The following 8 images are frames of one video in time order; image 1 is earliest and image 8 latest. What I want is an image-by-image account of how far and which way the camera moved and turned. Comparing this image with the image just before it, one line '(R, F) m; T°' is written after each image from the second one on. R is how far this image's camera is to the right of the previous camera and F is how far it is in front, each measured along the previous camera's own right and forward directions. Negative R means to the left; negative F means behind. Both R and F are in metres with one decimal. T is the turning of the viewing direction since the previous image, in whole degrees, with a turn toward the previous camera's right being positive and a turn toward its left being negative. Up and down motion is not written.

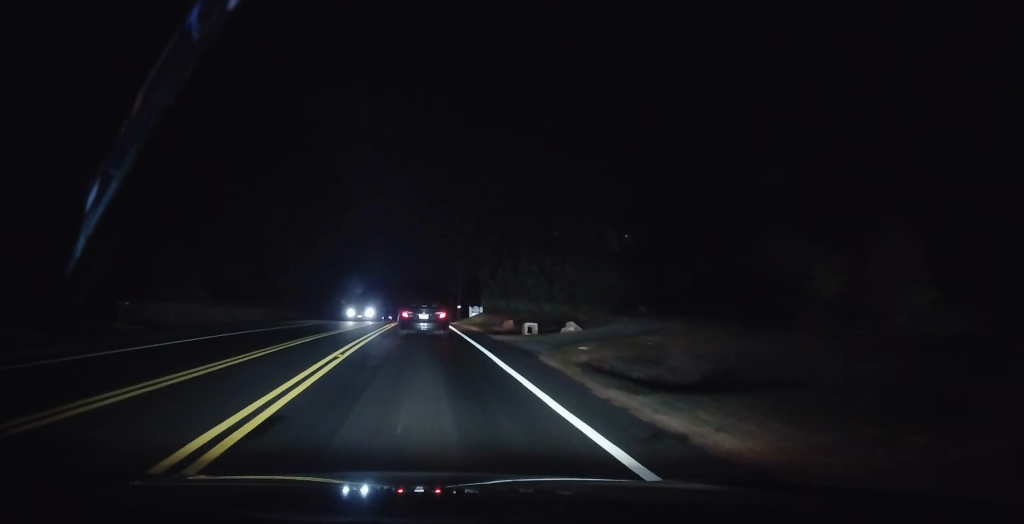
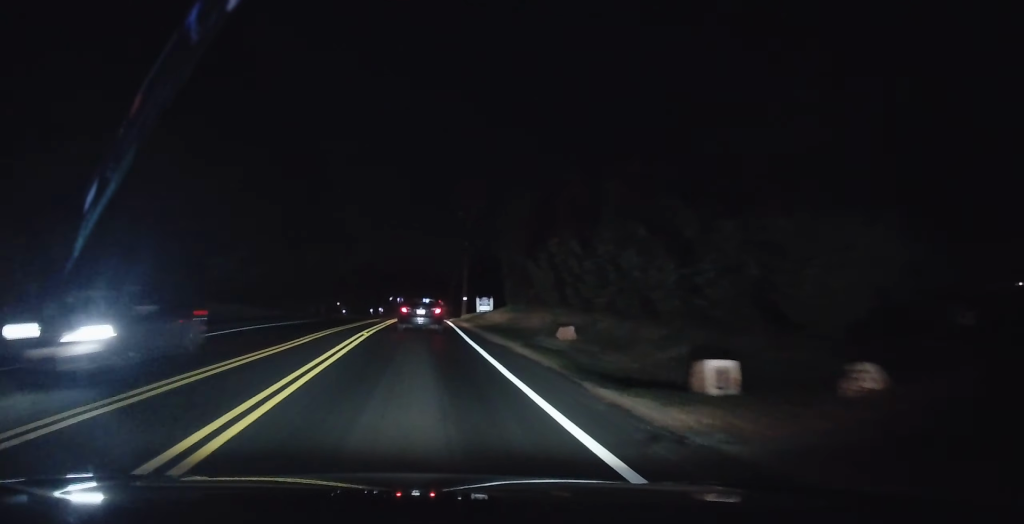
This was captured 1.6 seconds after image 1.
(-0.4, +17.3) m; 0°
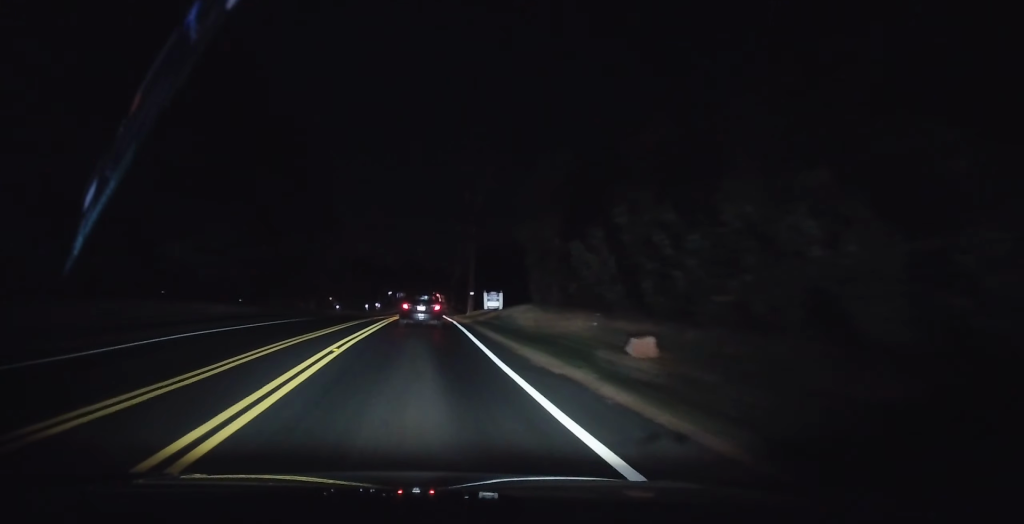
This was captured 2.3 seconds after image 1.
(+0.2, +8.6) m; +1°
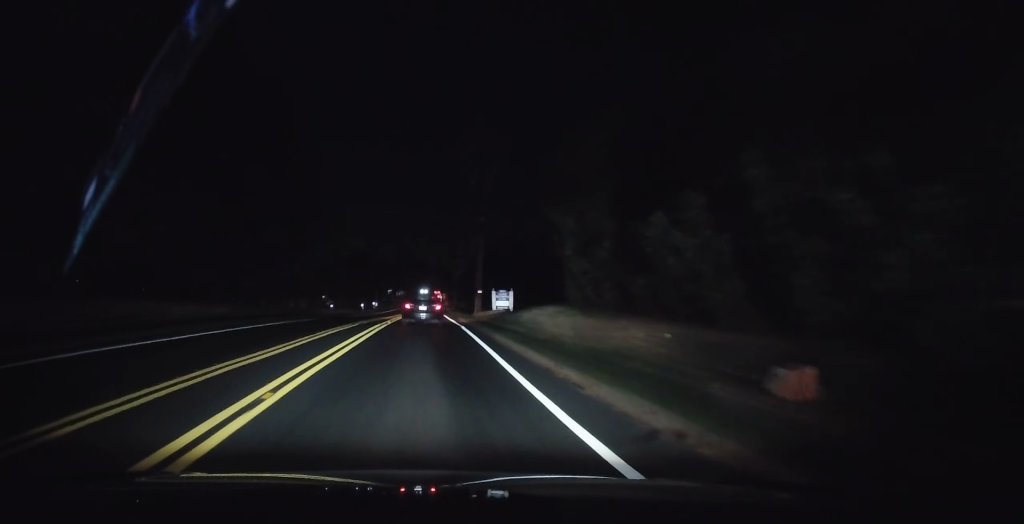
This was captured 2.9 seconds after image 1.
(+0.1, +6.8) m; +1°
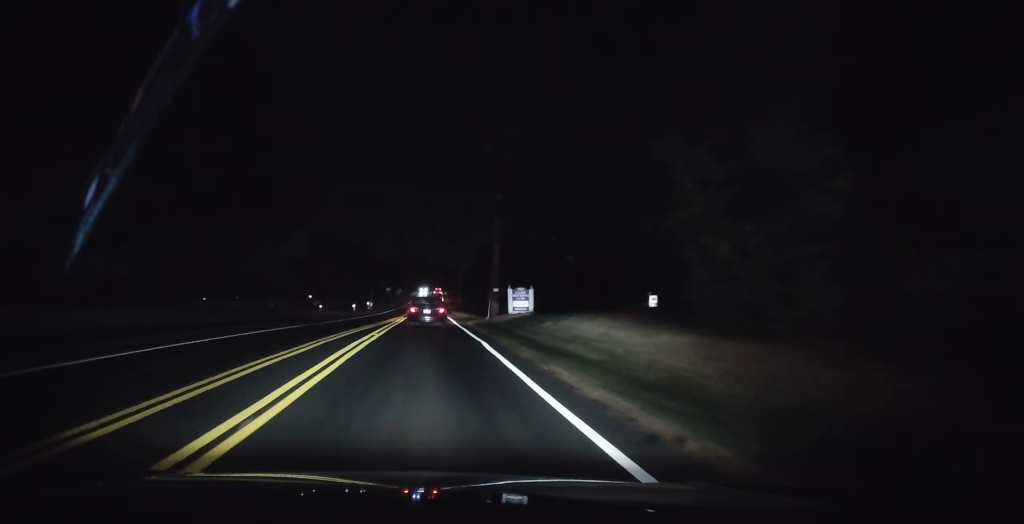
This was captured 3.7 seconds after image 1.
(-0.1, +10.1) m; 0°
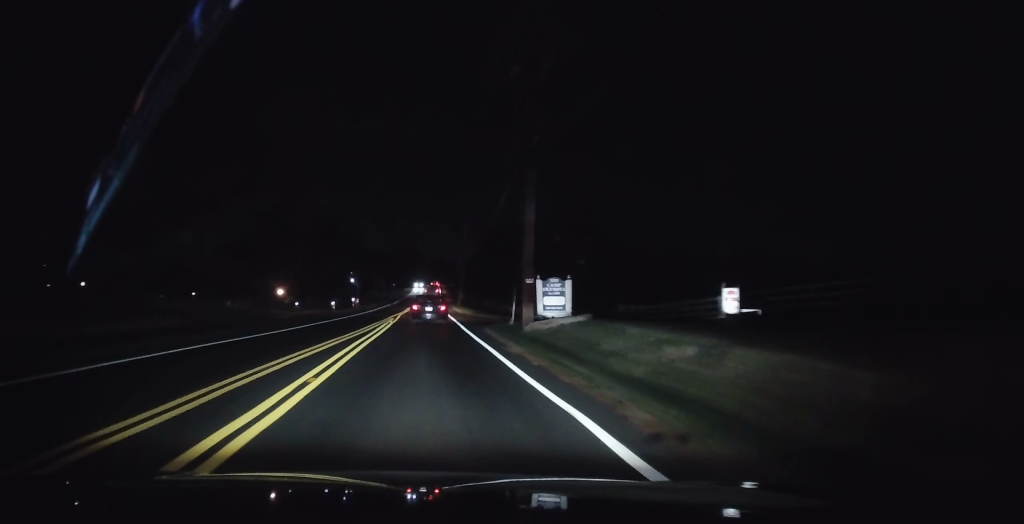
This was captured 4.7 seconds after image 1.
(0.0, +12.8) m; +1°
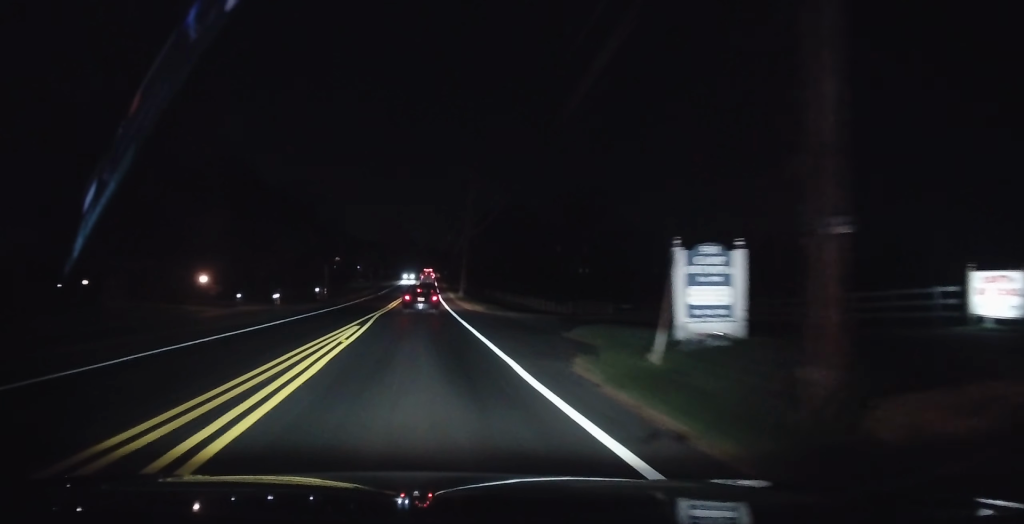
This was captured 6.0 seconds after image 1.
(+0.4, +18.7) m; +1°
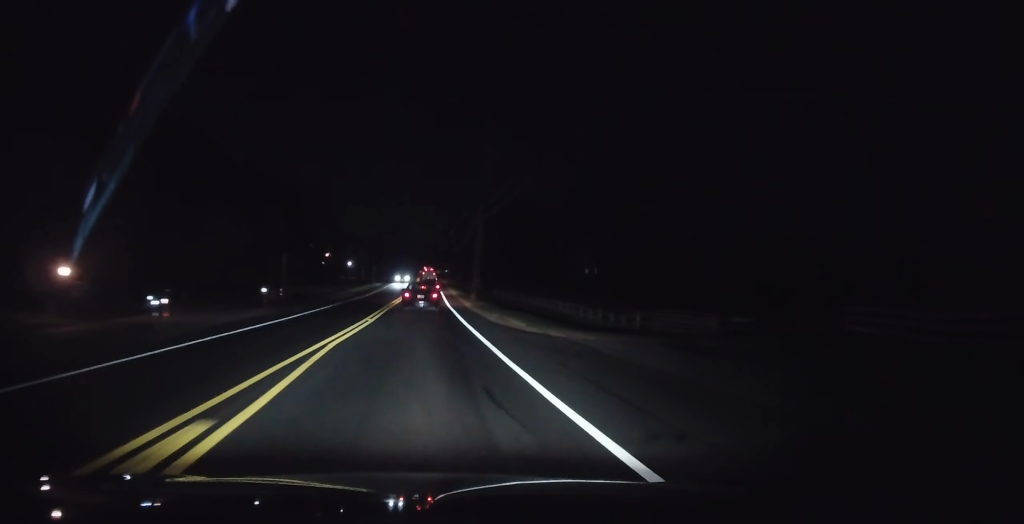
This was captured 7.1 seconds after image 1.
(-0.2, +15.8) m; -1°
